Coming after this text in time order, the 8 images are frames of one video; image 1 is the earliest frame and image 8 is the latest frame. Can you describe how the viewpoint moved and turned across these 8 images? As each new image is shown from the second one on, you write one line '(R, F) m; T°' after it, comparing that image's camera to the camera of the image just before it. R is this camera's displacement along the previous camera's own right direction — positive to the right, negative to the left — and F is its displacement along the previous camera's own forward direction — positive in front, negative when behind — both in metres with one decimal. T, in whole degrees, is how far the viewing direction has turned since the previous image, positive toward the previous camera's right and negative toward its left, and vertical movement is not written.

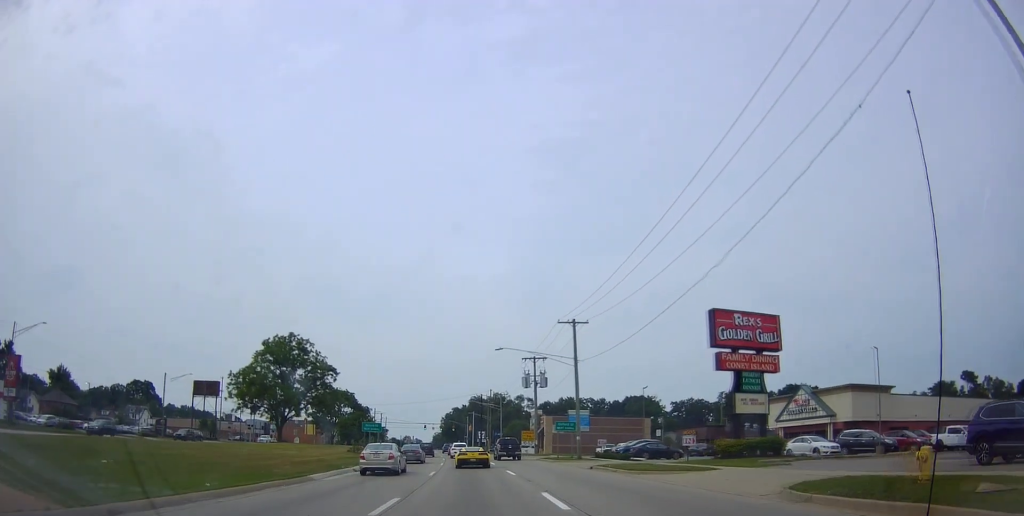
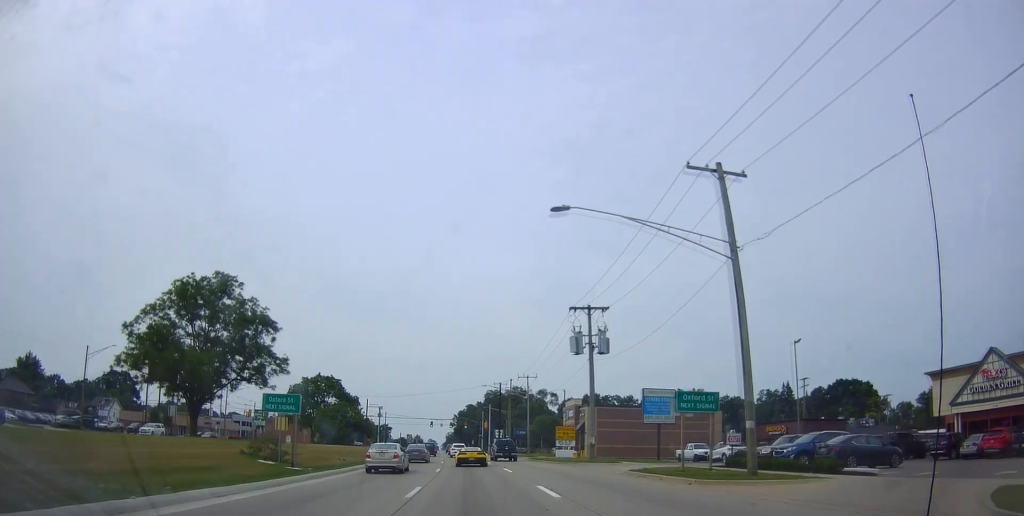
(-0.8, +21.3) m; -4°
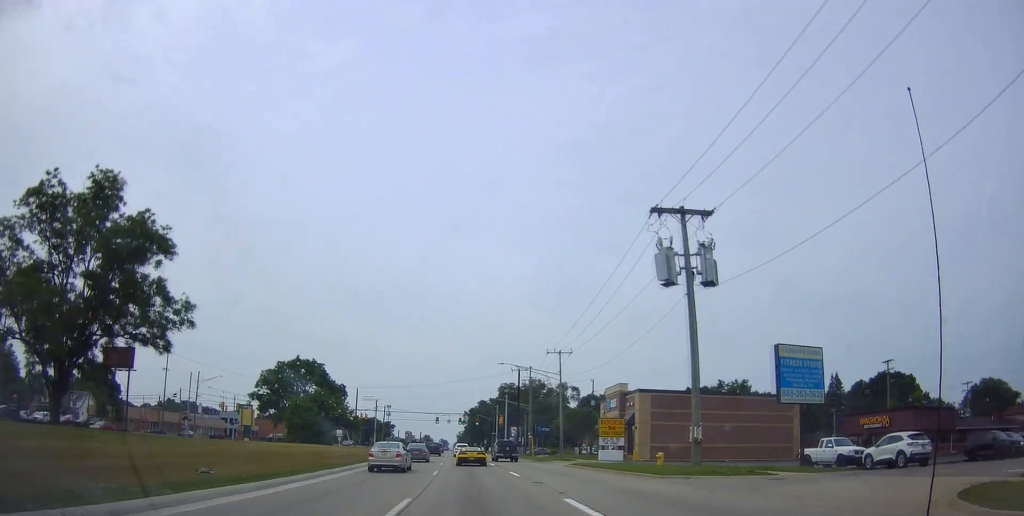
(-0.7, +15.7) m; -1°
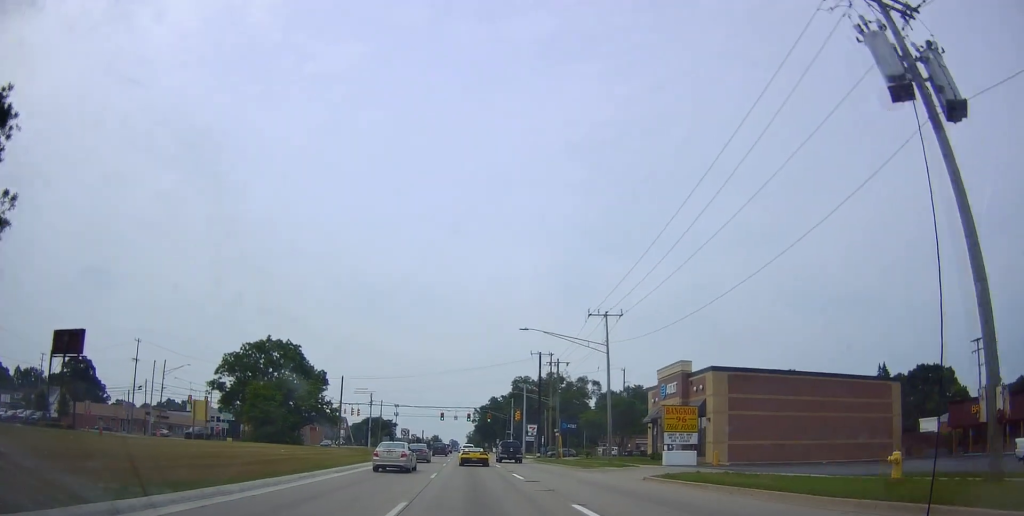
(+0.7, +13.7) m; 0°
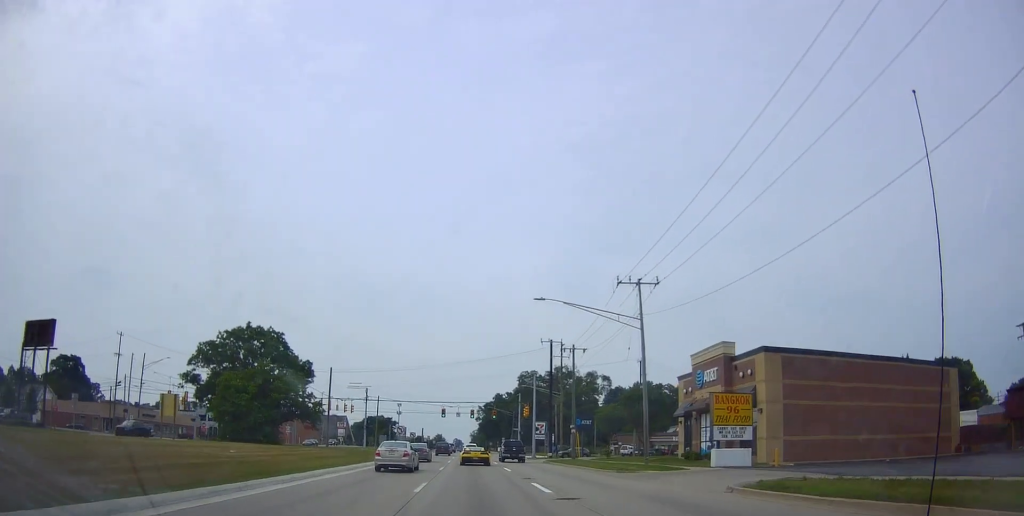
(-0.4, +6.6) m; -1°
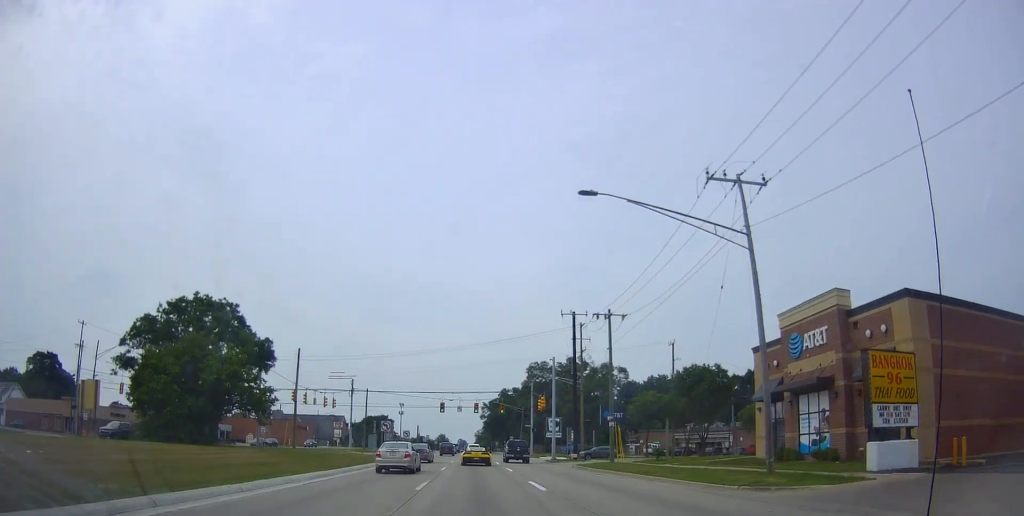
(-0.2, +11.6) m; -1°
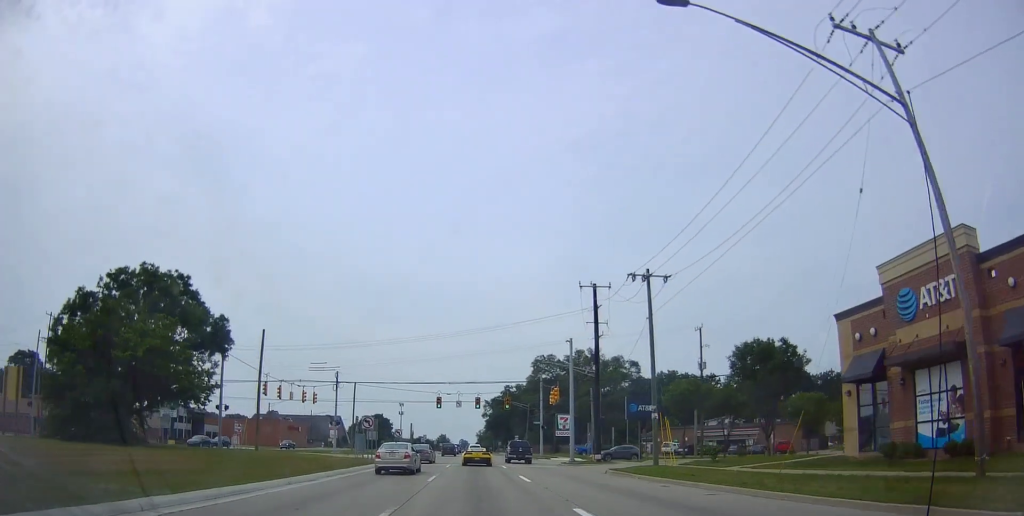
(+0.2, +8.2) m; 0°
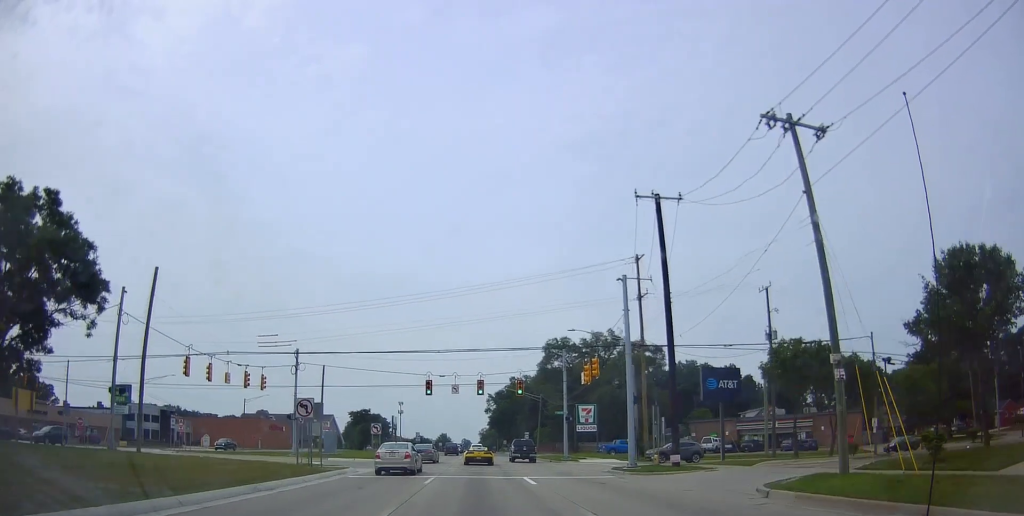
(-0.4, +14.7) m; -2°
